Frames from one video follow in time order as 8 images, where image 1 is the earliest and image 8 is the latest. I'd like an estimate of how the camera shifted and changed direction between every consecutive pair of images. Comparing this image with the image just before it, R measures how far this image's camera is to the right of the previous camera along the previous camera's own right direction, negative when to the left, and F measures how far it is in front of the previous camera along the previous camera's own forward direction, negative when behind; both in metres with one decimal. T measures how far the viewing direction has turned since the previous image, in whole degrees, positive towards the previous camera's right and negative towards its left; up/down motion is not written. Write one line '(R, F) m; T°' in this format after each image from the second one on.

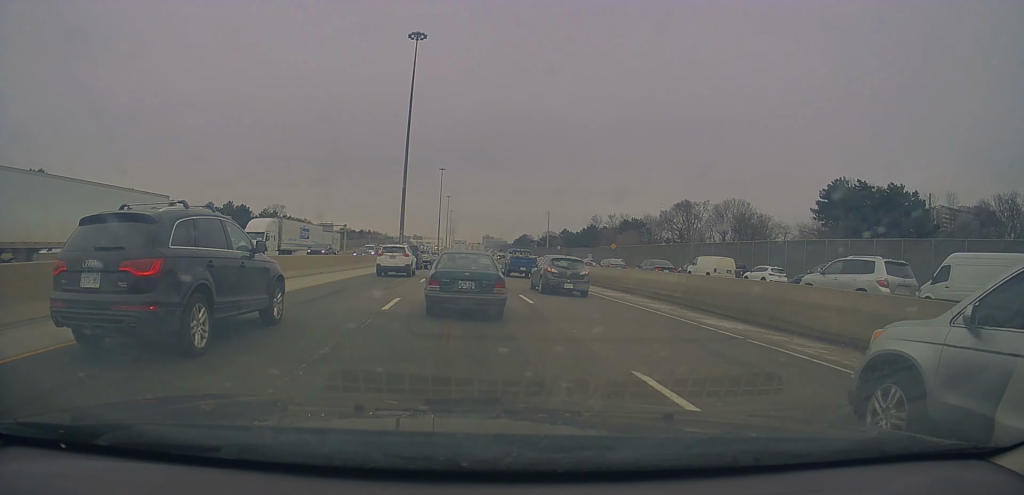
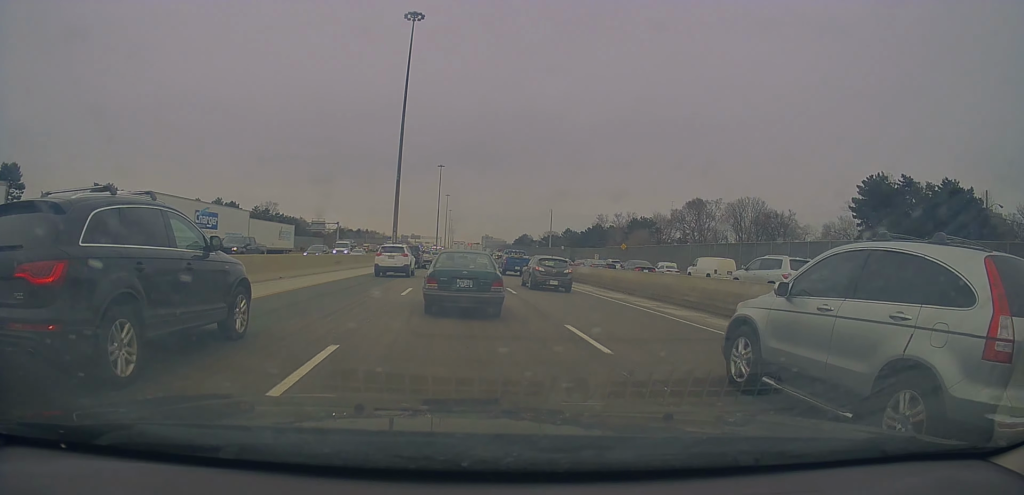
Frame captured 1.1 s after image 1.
(-0.1, +8.3) m; +1°
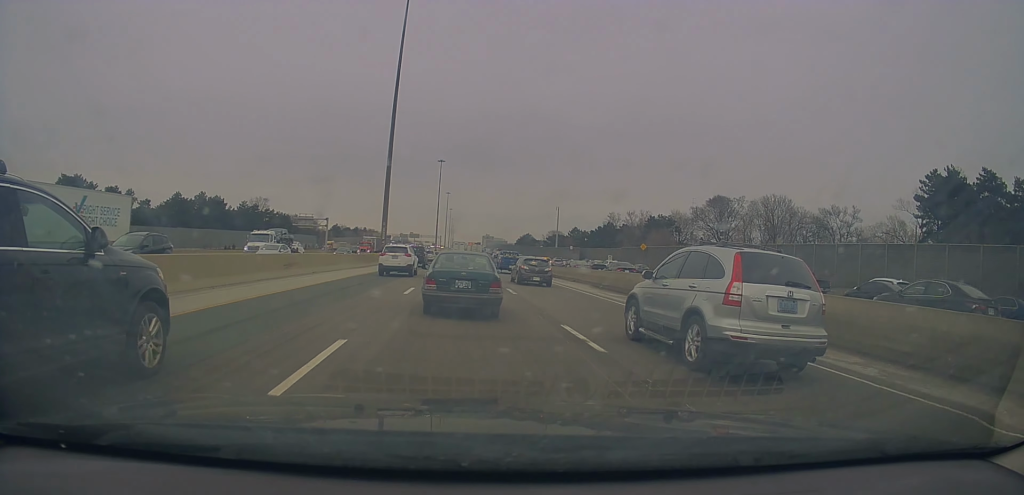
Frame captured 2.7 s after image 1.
(0.0, +12.5) m; 0°
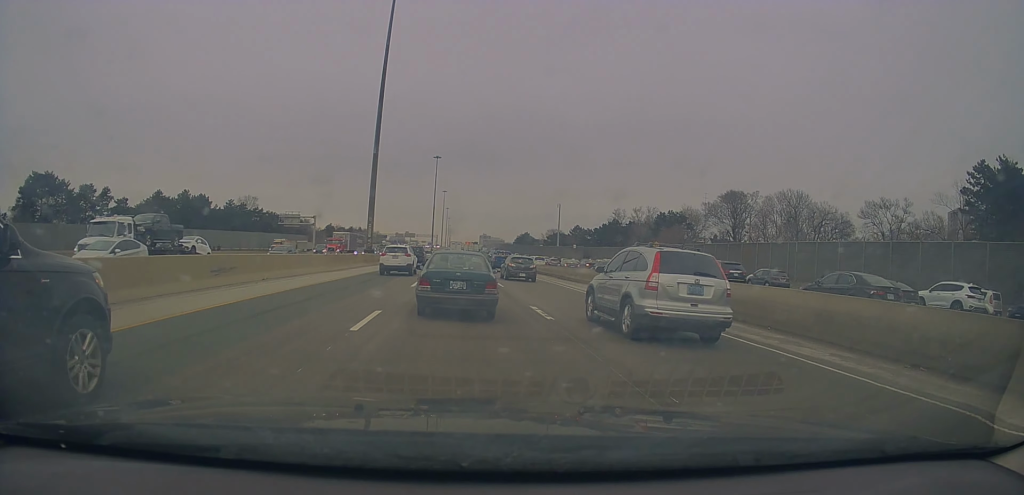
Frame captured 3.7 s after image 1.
(+0.3, +8.7) m; -1°
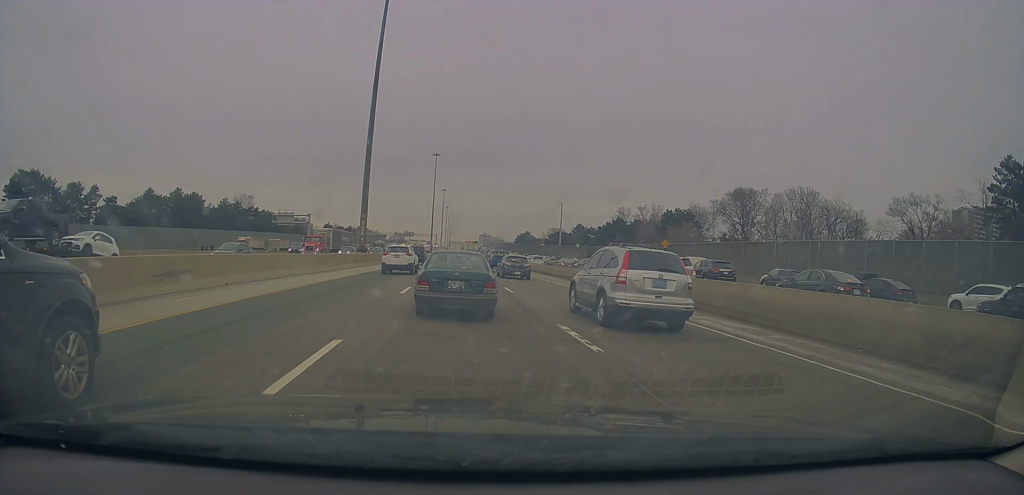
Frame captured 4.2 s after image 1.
(-0.2, +4.7) m; -1°
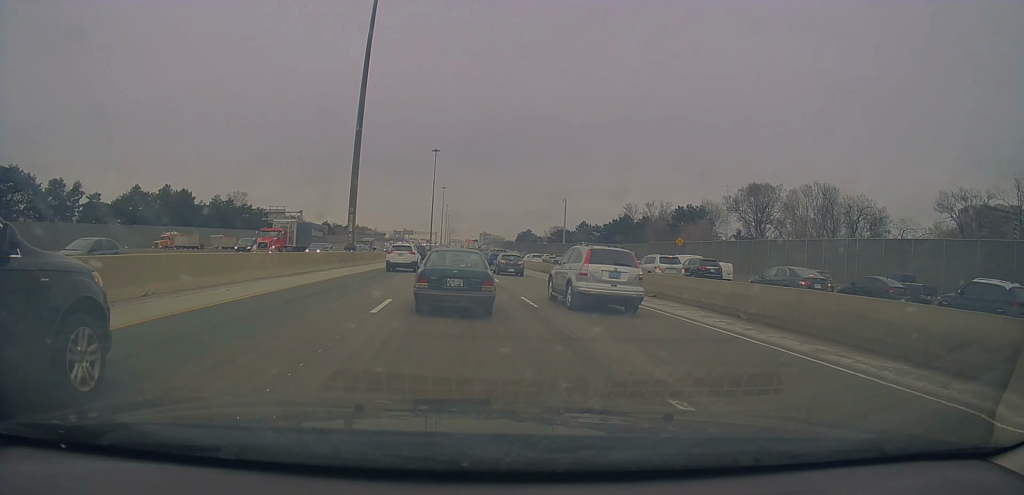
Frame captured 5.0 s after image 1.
(-0.1, +6.7) m; -1°
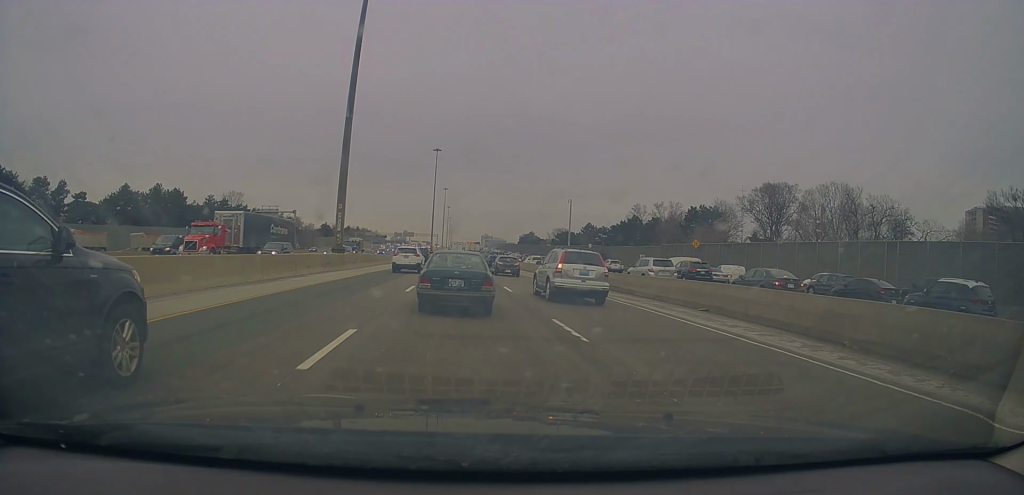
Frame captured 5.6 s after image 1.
(0.0, +5.9) m; +1°
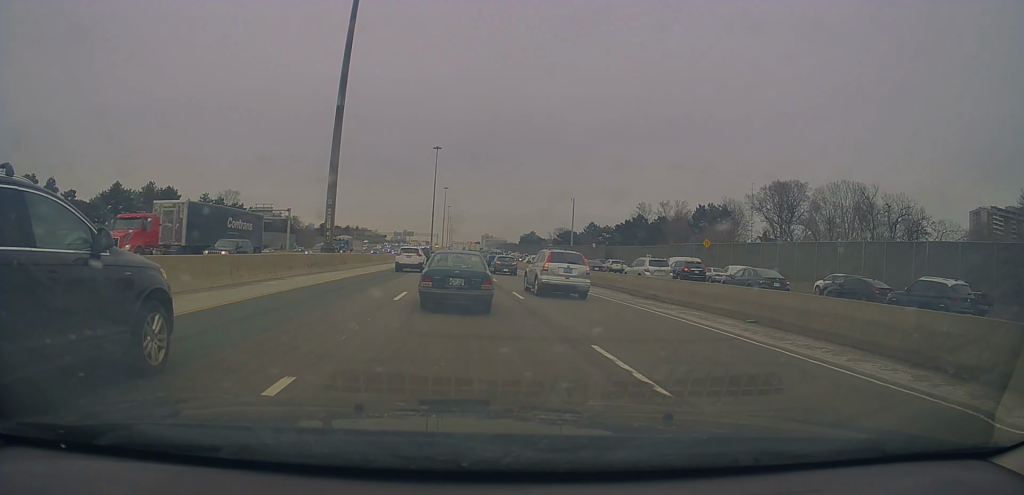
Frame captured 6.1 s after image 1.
(0.0, +3.6) m; +1°
